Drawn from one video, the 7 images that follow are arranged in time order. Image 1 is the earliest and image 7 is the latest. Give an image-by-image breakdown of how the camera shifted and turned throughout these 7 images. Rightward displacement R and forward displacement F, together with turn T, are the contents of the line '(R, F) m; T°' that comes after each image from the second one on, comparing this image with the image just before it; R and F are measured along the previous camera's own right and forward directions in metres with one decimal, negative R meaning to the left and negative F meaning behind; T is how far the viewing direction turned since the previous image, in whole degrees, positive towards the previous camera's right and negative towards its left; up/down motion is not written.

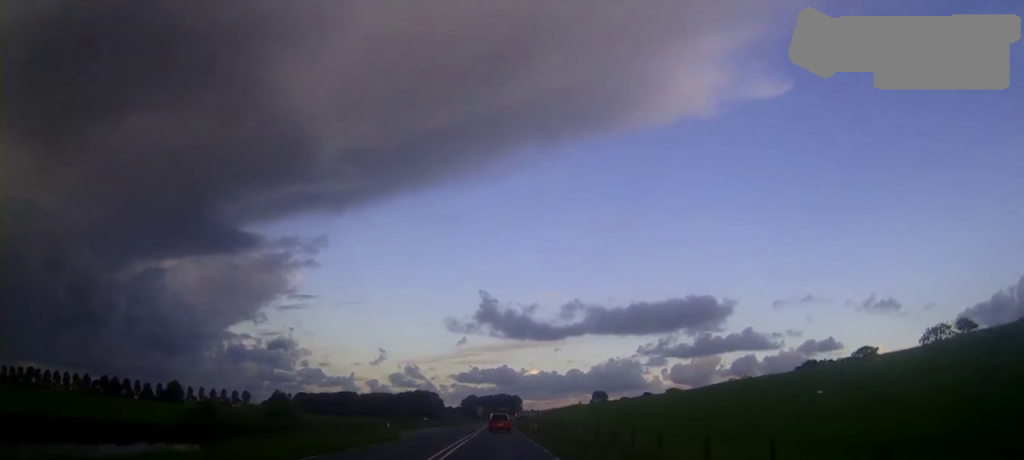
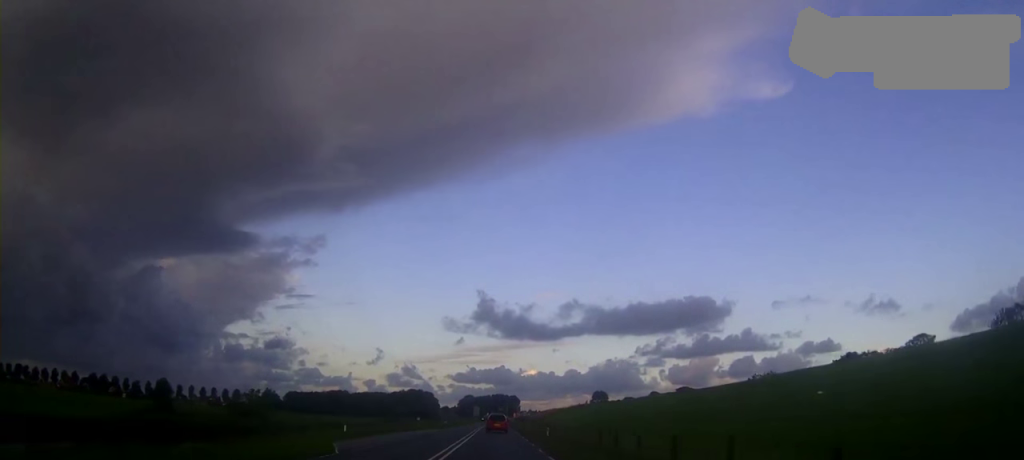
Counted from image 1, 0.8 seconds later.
(-0.3, +16.3) m; -1°
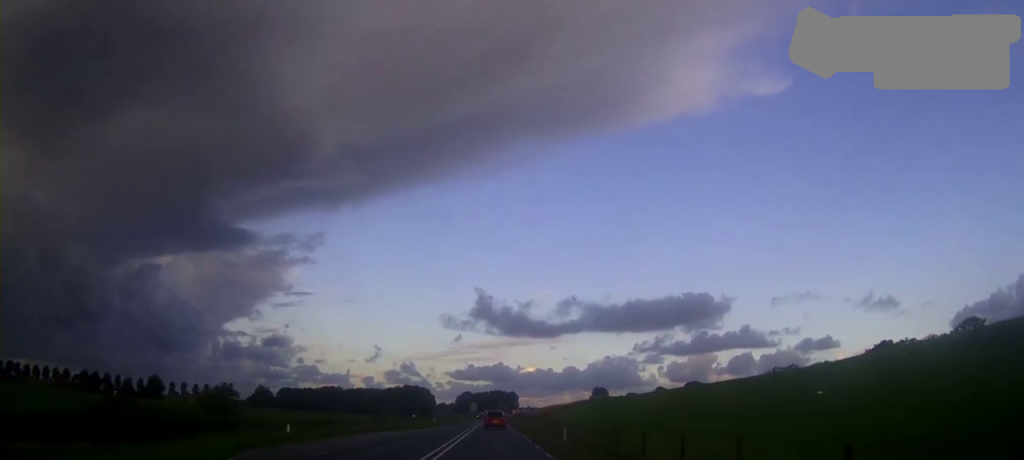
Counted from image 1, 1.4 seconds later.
(0.0, +11.7) m; 0°
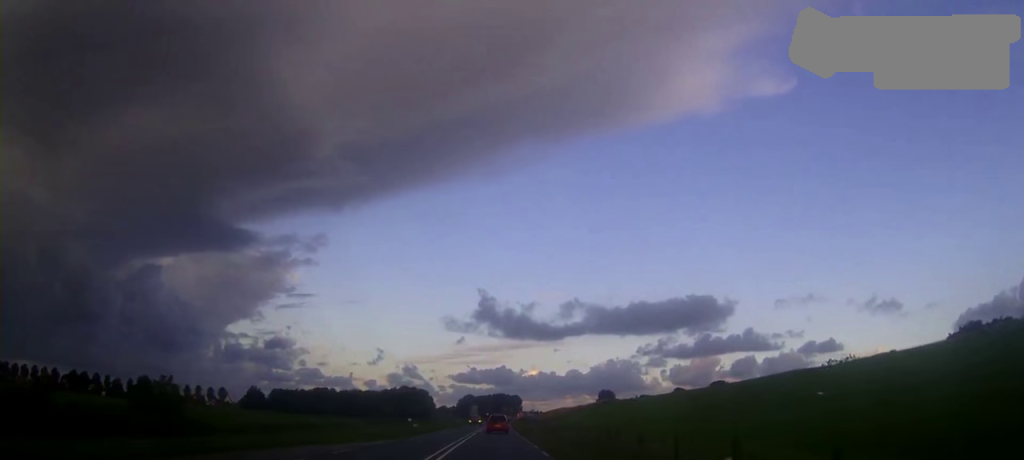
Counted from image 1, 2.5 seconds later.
(0.0, +21.0) m; 0°
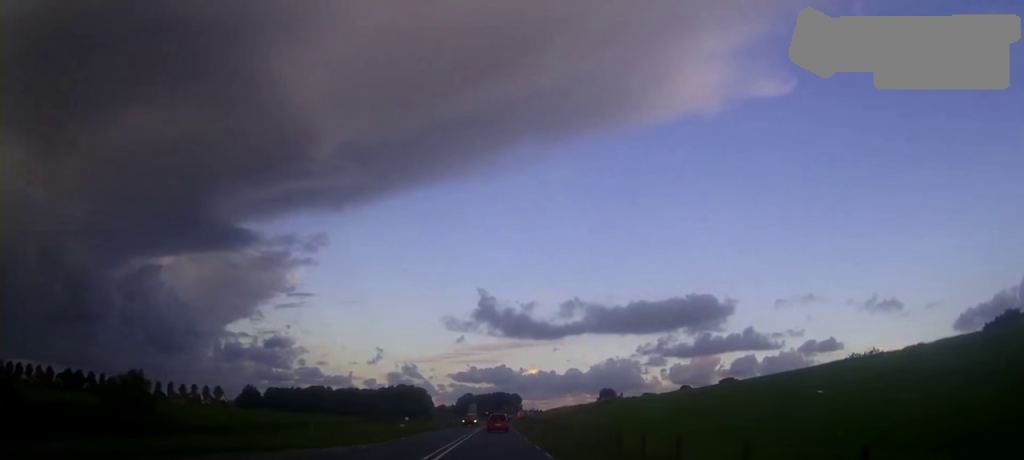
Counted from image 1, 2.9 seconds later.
(0.0, +7.8) m; 0°
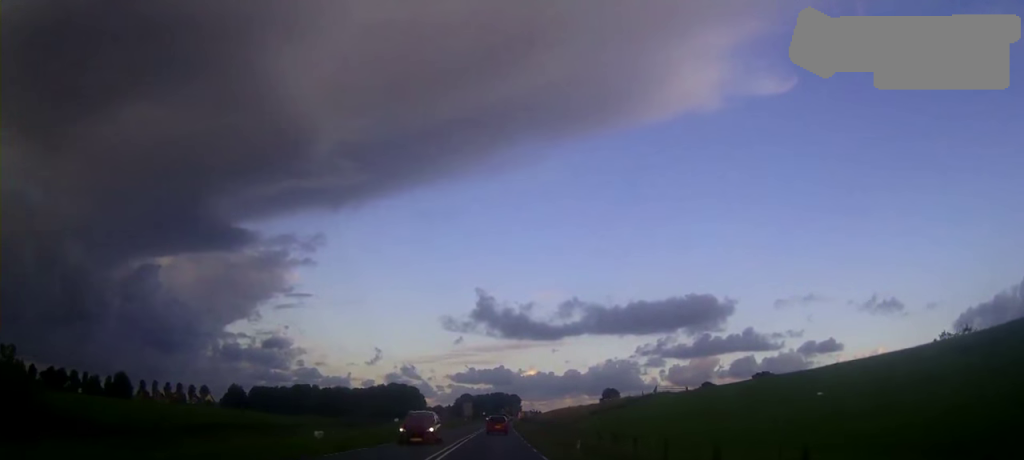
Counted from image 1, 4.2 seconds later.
(0.0, +24.1) m; +1°
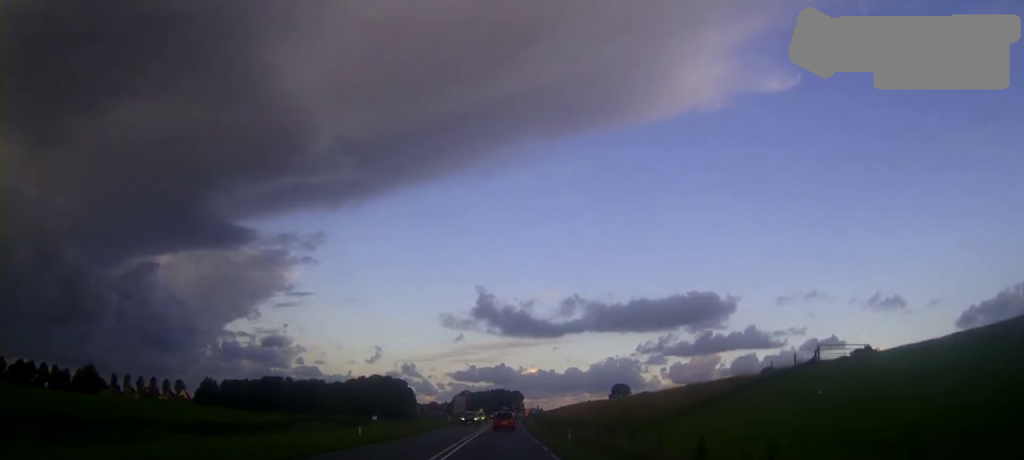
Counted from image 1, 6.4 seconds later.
(+1.1, +43.7) m; +2°
